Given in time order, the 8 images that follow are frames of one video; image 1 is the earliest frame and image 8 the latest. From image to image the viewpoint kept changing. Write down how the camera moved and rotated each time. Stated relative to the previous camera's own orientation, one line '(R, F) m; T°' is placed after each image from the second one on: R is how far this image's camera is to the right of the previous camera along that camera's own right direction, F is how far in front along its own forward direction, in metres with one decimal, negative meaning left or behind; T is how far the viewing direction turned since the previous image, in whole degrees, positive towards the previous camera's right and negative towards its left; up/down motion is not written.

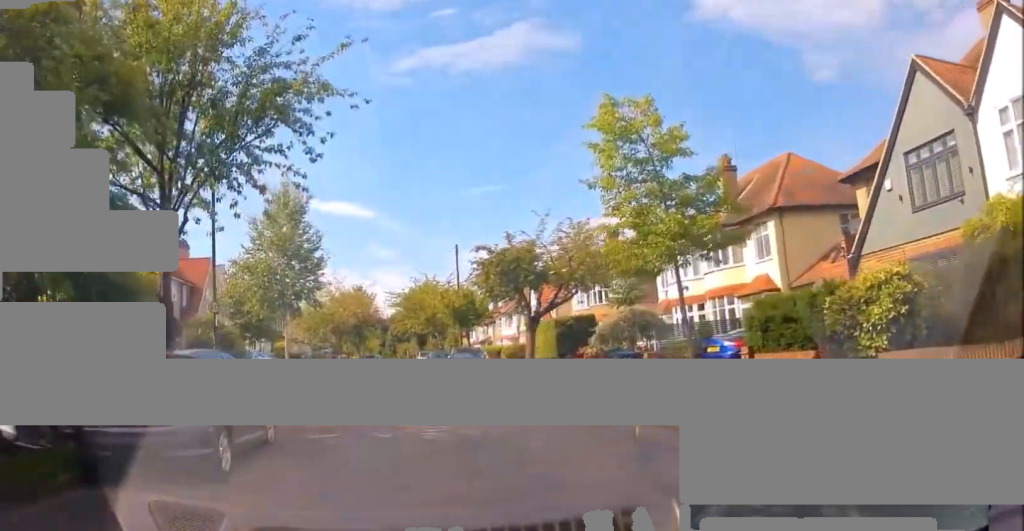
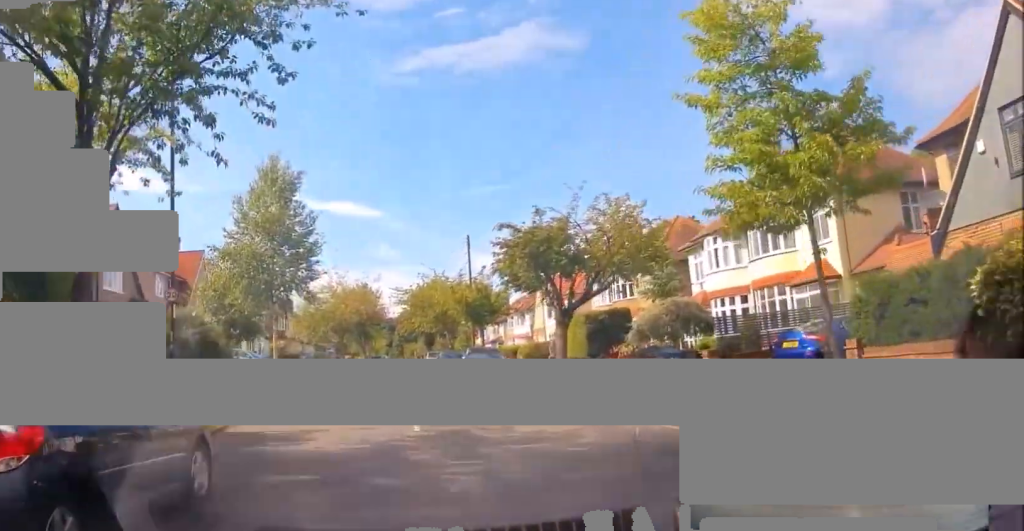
(-0.2, +3.8) m; 0°
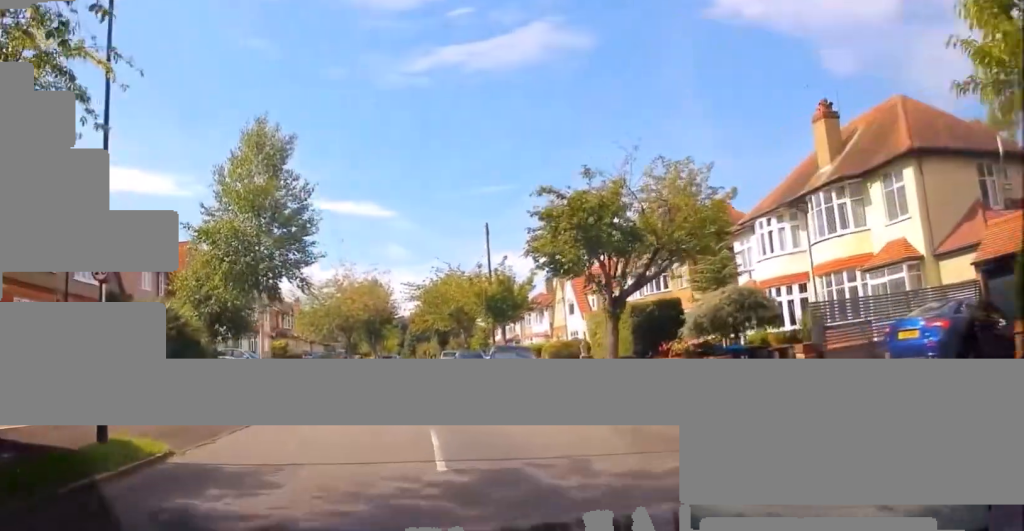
(+0.3, +3.9) m; 0°
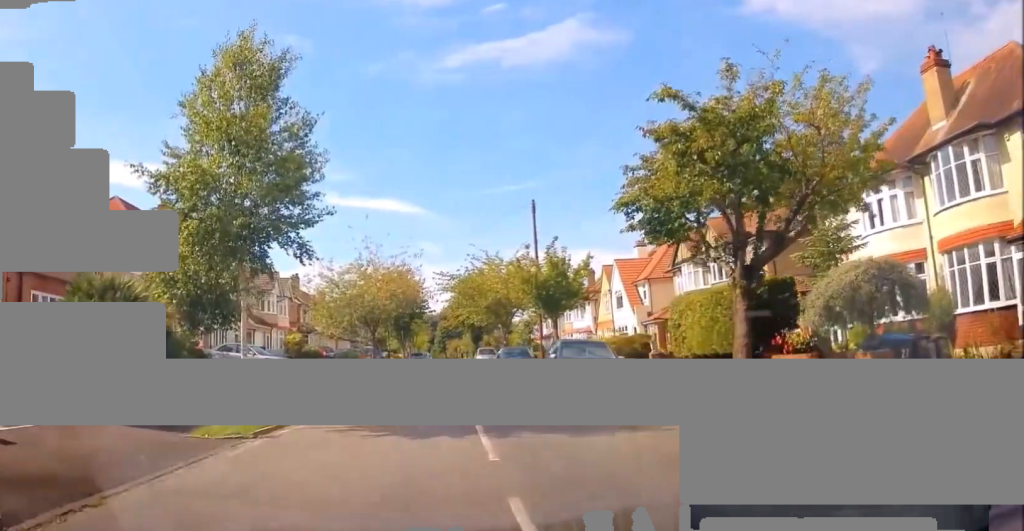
(-0.2, +5.5) m; -3°
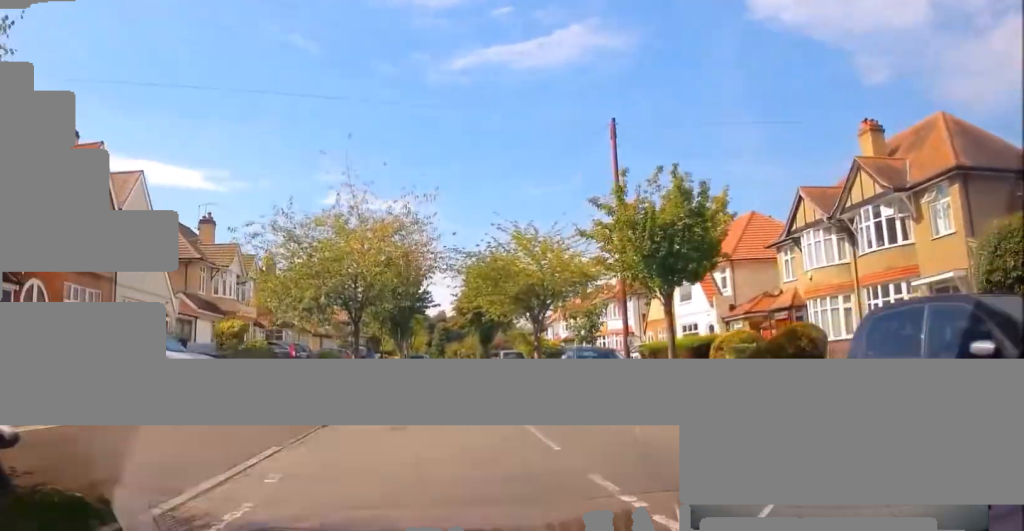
(+0.4, +13.0) m; +3°
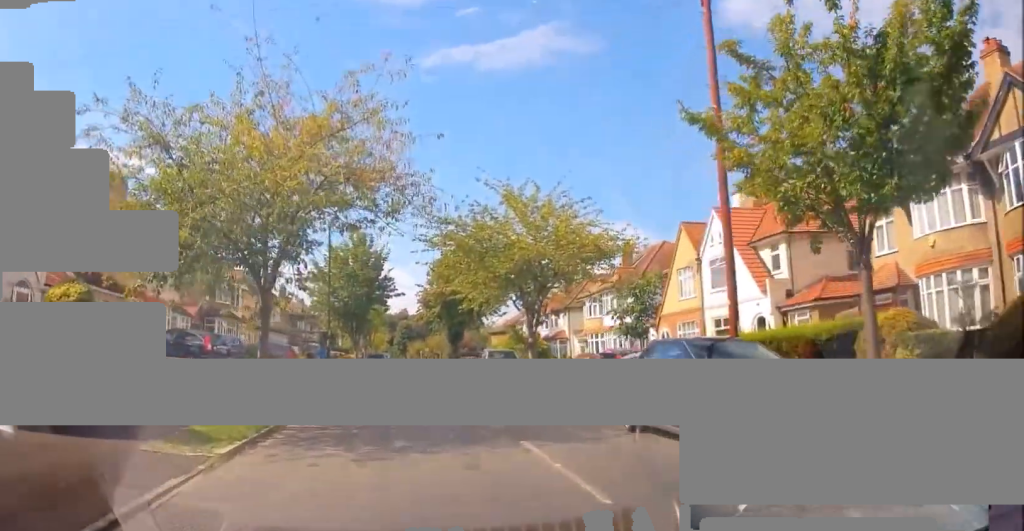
(-0.2, +9.4) m; +2°
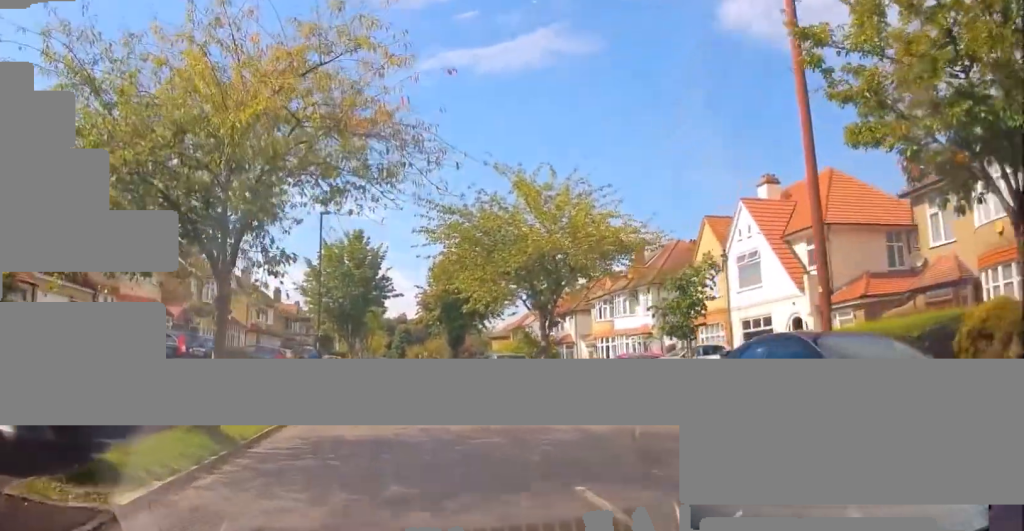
(+0.1, +2.8) m; +3°
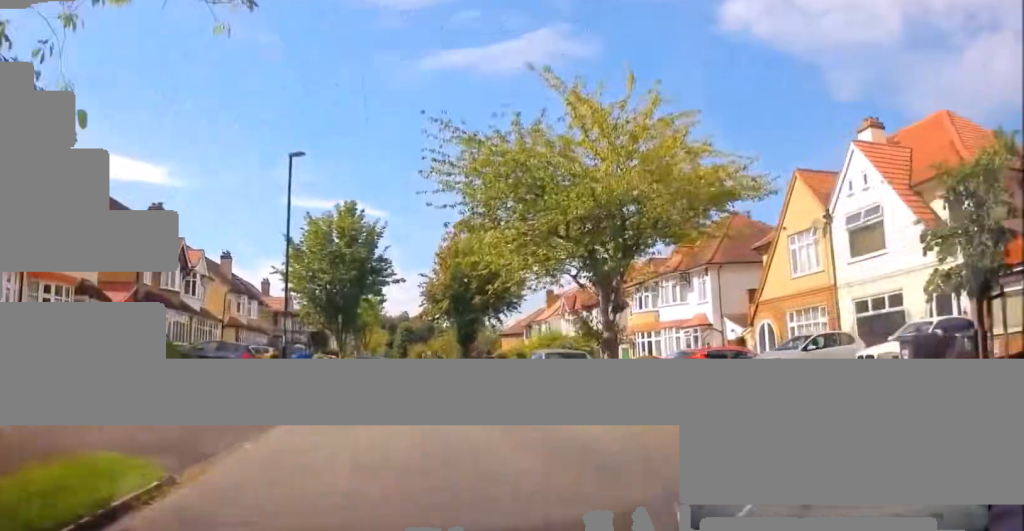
(0.0, +7.5) m; -4°
